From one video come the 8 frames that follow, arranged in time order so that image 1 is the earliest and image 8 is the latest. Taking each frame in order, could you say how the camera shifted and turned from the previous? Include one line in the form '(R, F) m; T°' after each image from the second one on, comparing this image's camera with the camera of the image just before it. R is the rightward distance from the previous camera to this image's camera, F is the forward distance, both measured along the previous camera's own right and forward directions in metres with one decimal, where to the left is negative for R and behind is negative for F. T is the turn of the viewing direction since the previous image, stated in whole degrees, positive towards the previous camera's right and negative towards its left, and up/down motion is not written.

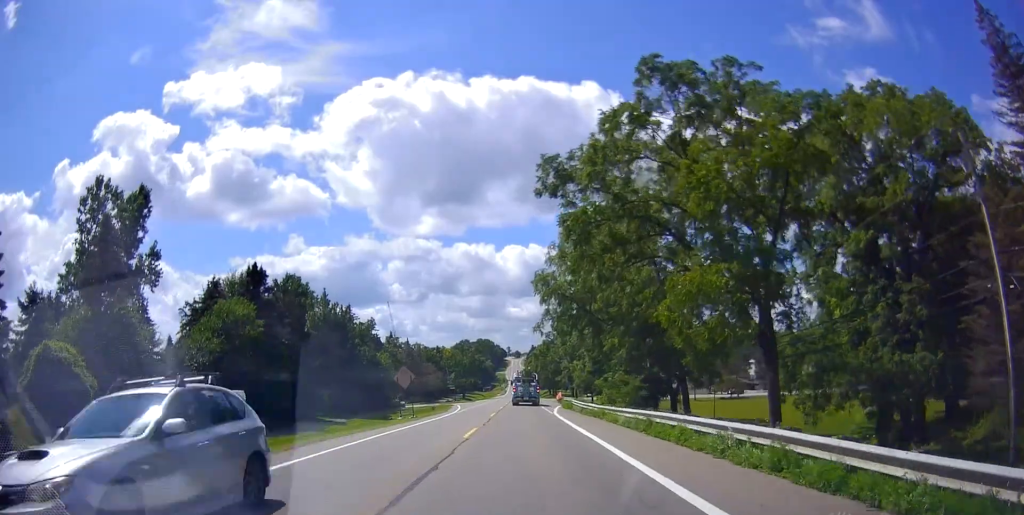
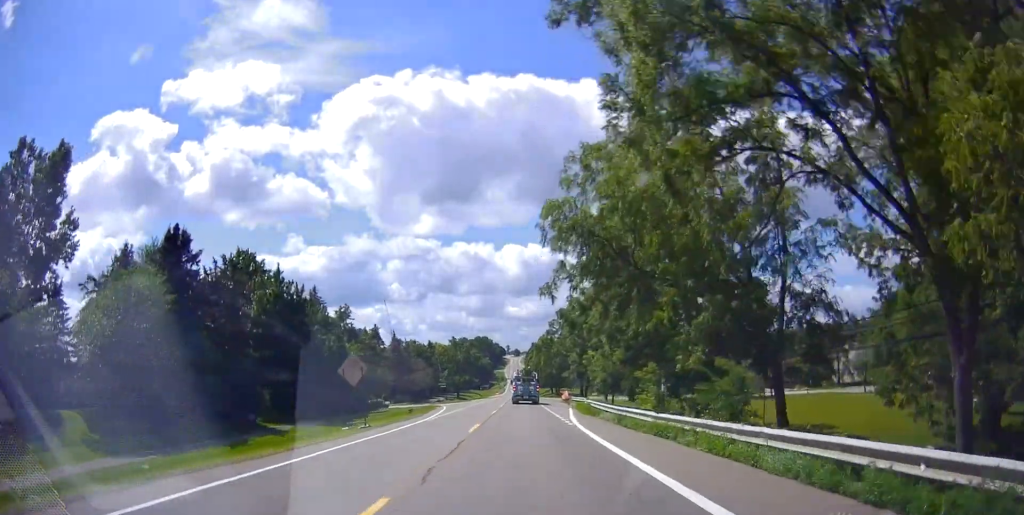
(0.0, +13.6) m; 0°
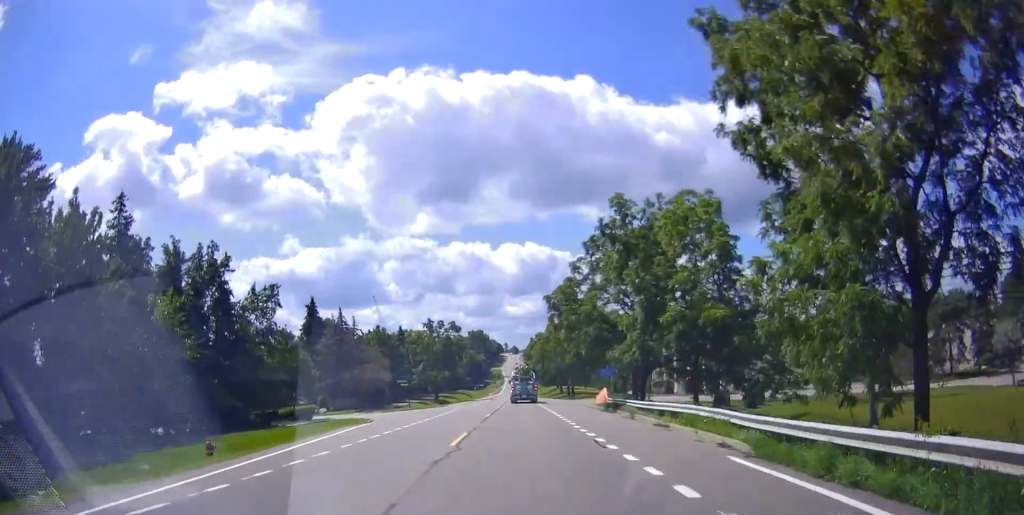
(-0.1, +35.0) m; +1°
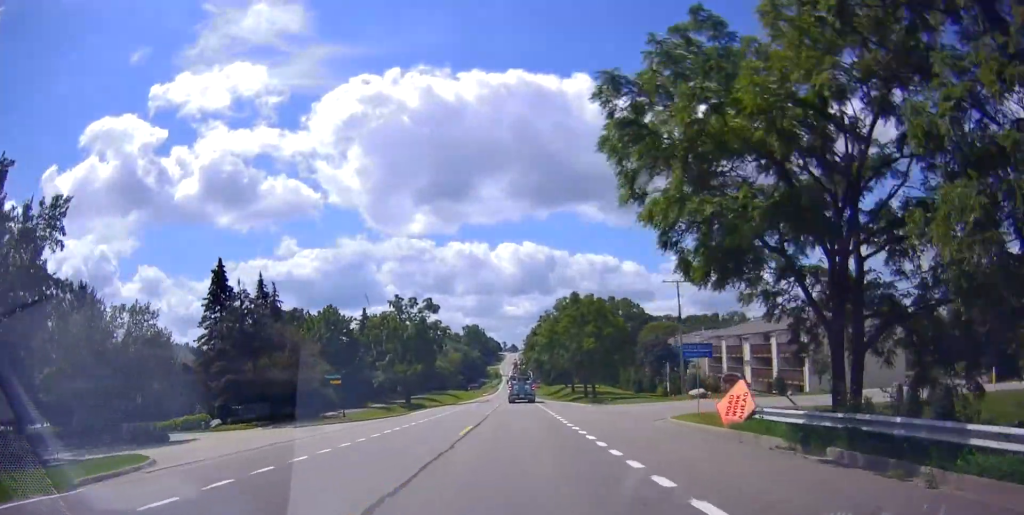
(+0.1, +26.1) m; -1°
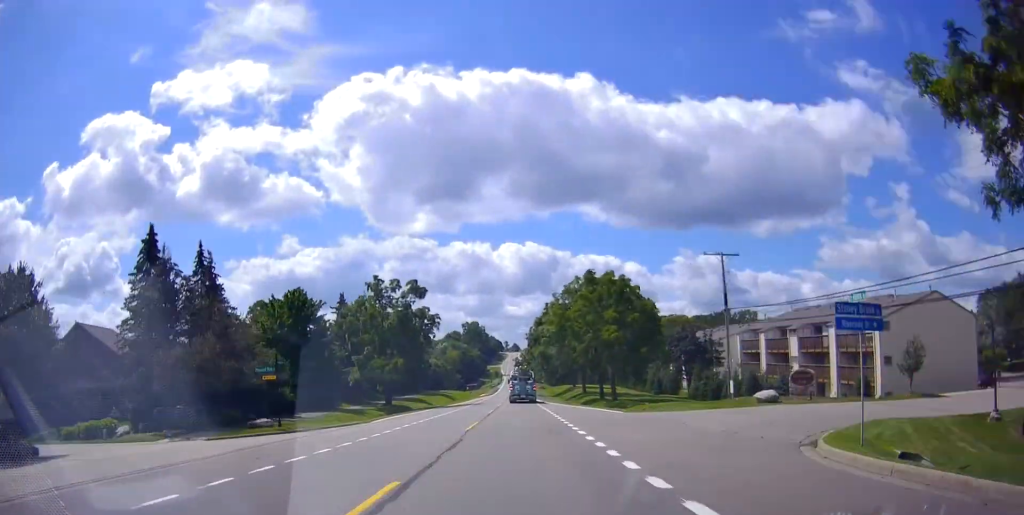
(-0.2, +12.6) m; 0°
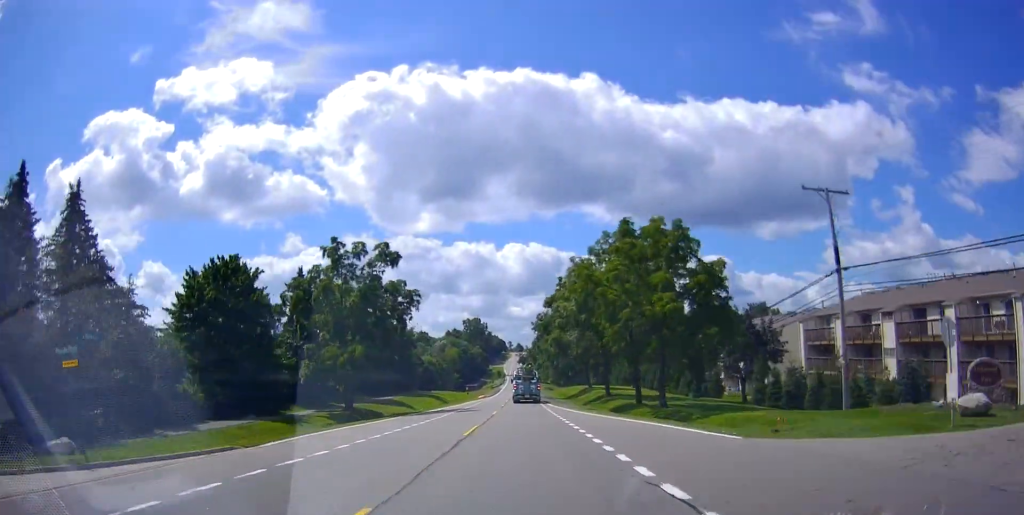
(-0.4, +16.7) m; 0°
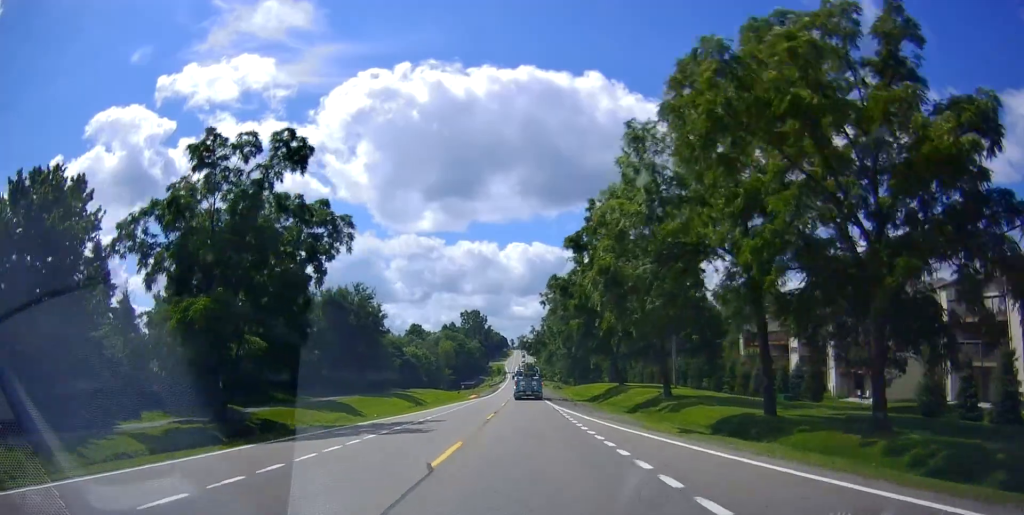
(+0.7, +22.9) m; 0°
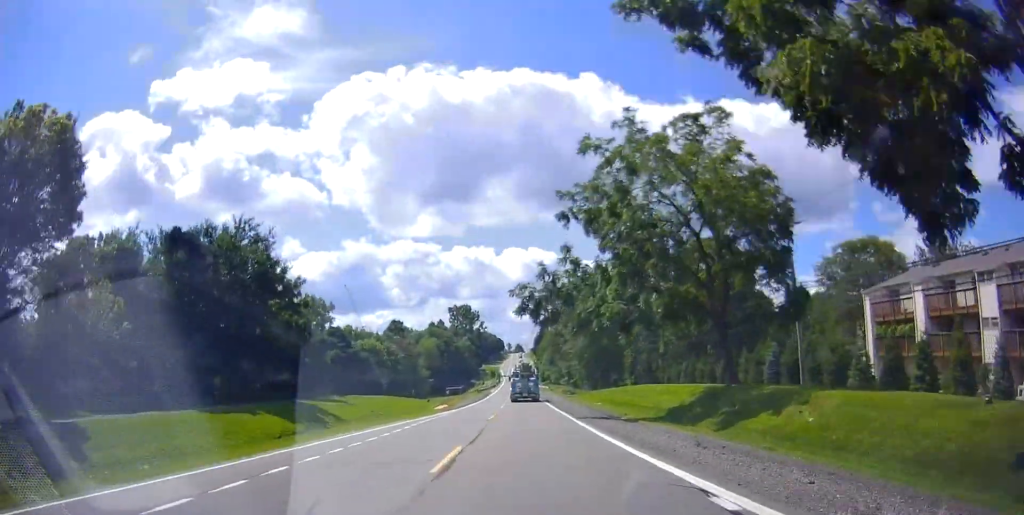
(-0.6, +30.7) m; 0°
